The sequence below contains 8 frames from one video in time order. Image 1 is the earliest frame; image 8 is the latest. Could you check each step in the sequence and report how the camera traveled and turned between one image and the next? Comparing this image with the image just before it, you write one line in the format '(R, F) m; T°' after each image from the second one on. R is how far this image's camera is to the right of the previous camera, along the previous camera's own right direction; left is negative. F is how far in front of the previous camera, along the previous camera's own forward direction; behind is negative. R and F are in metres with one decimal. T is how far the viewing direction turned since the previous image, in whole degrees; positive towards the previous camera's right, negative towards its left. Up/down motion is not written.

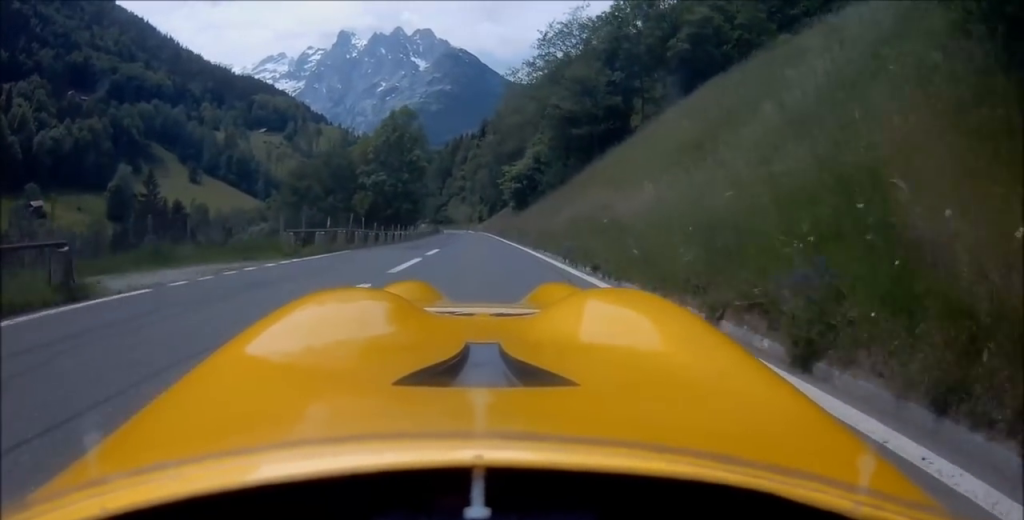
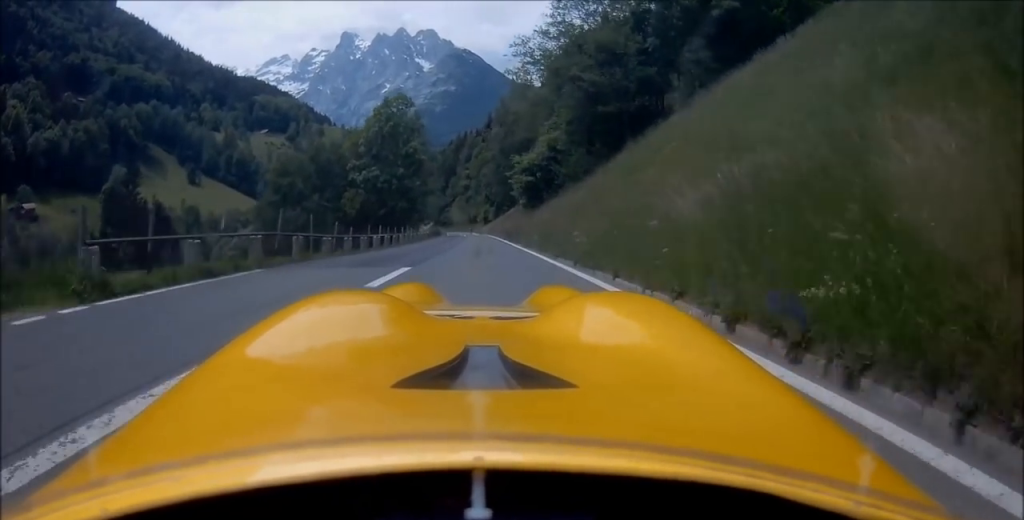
(+0.1, +8.5) m; 0°
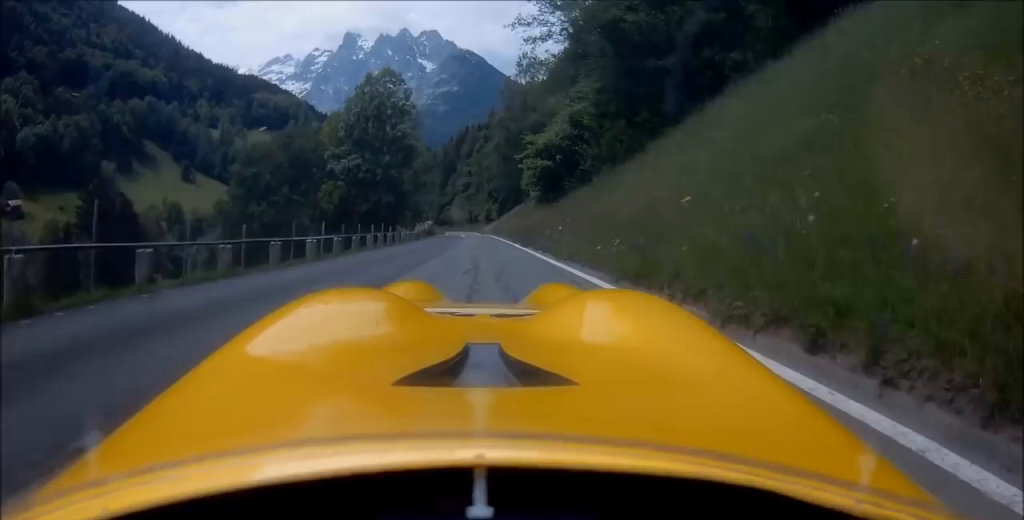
(-0.2, +10.8) m; 0°
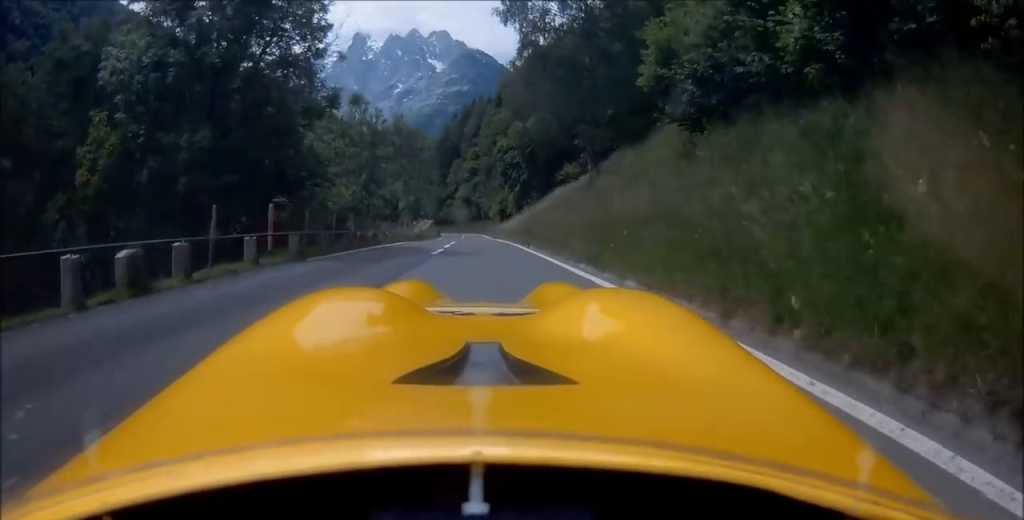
(-0.5, +37.7) m; -1°
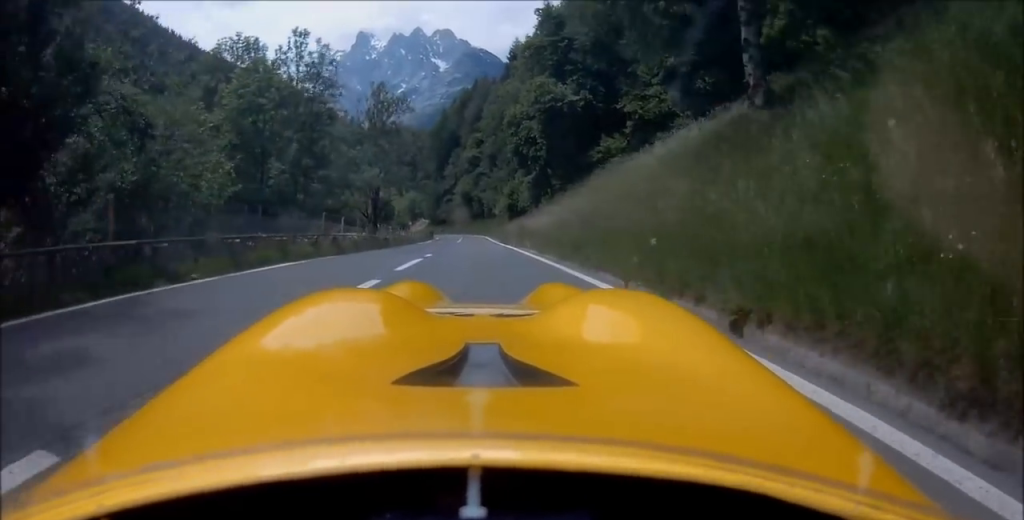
(0.0, +19.0) m; 0°
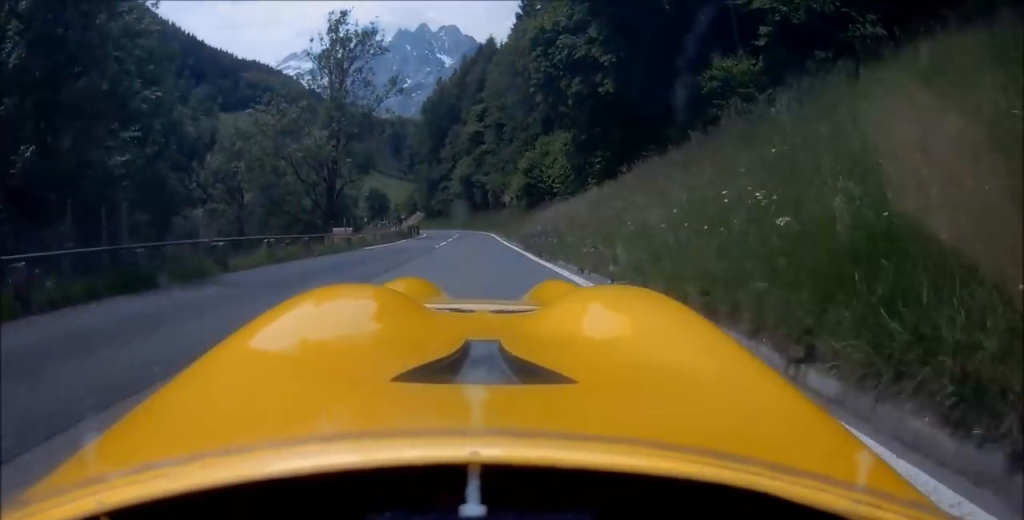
(+0.1, +21.2) m; -1°
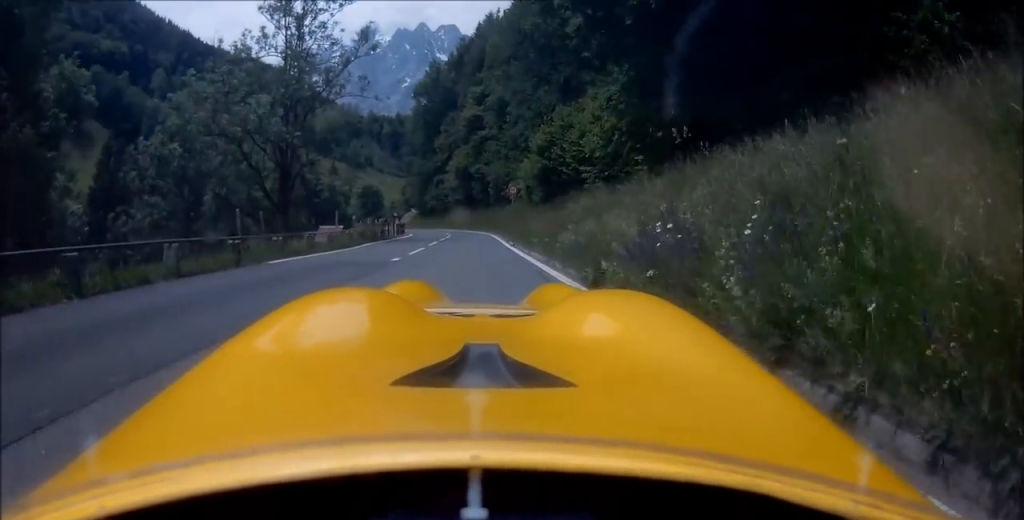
(-0.2, +10.9) m; -1°
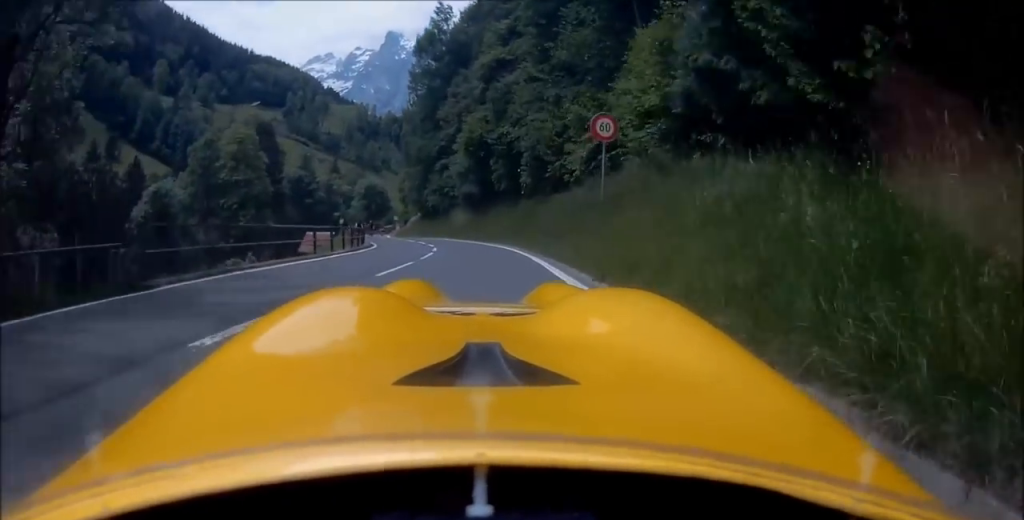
(-0.5, +25.7) m; -2°
